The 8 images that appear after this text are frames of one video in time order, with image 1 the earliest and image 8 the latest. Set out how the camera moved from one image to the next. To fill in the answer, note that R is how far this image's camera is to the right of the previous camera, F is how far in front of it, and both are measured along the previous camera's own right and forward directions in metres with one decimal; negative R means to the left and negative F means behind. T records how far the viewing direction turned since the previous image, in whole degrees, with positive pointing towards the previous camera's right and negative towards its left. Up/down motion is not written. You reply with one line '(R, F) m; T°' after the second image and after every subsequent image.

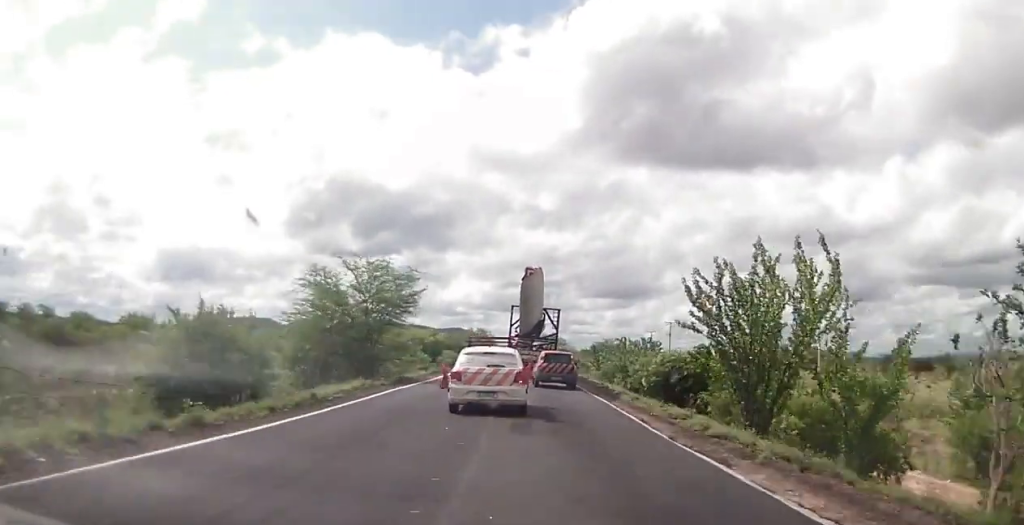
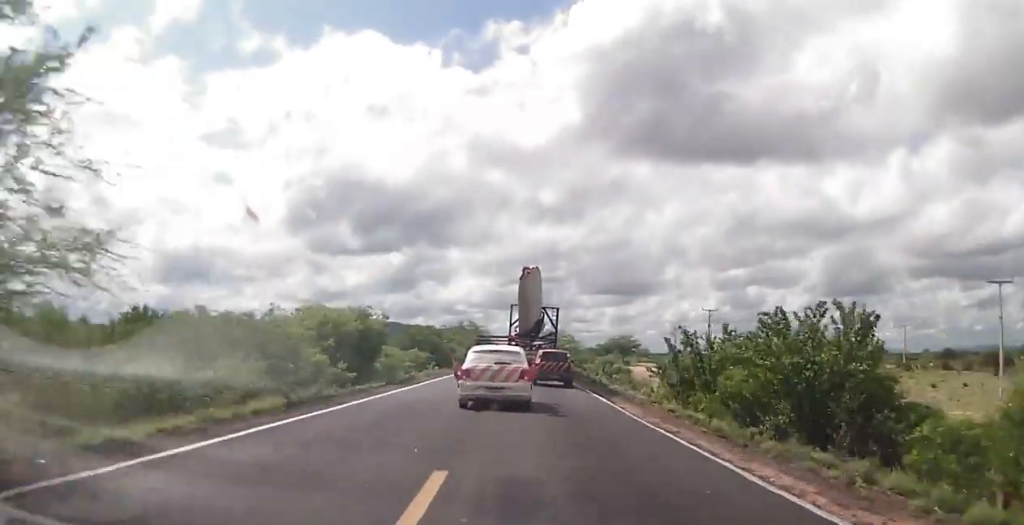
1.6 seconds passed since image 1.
(+1.0, +27.2) m; +2°
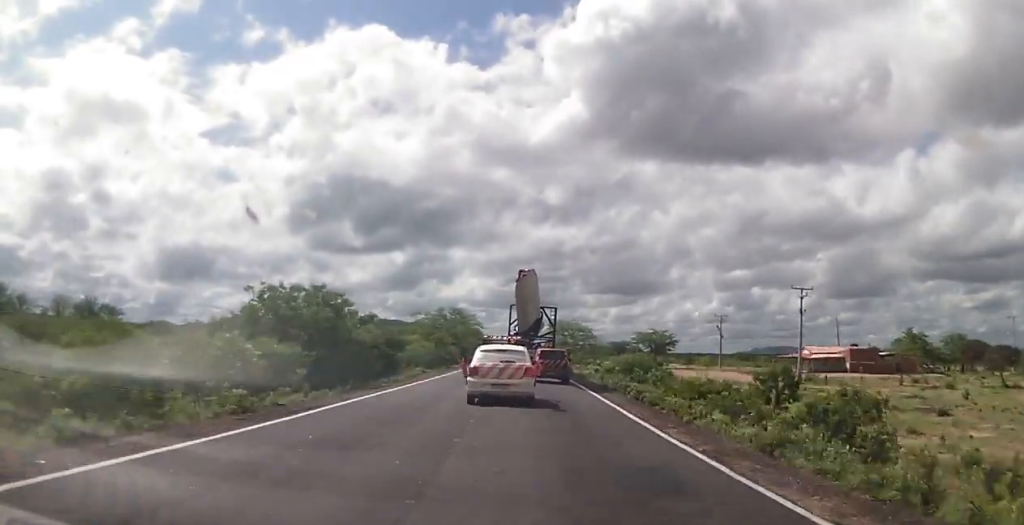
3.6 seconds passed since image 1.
(-1.3, +33.9) m; -2°
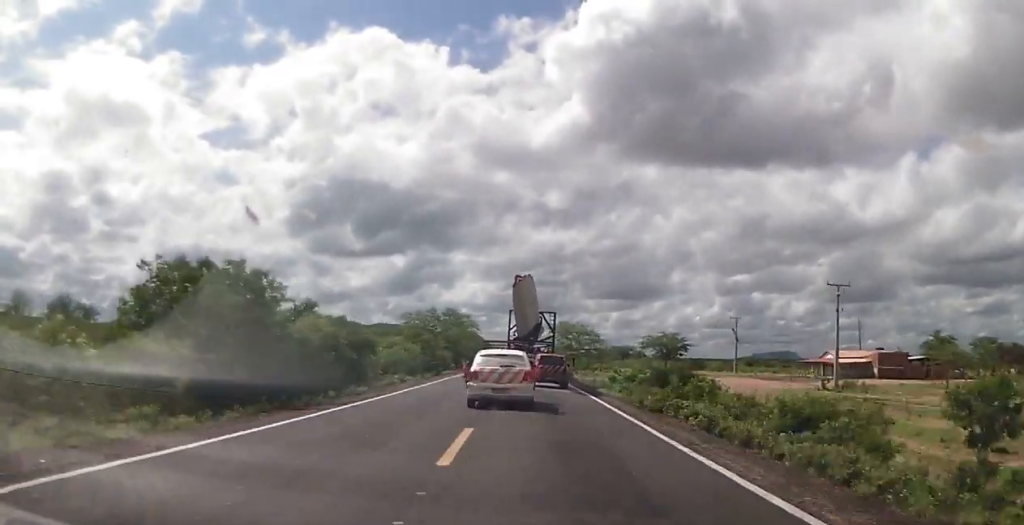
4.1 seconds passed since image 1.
(0.0, +8.0) m; 0°
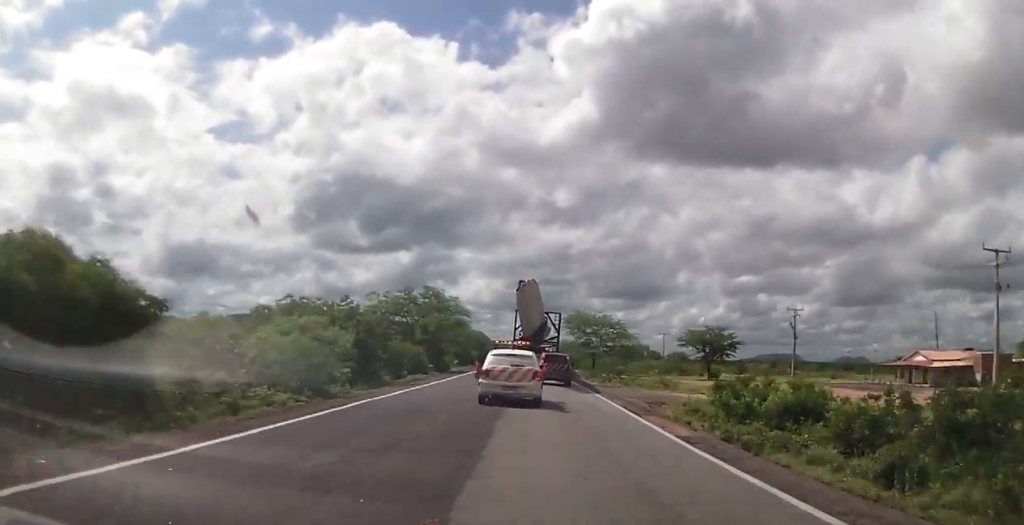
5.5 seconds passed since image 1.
(0.0, +20.8) m; 0°
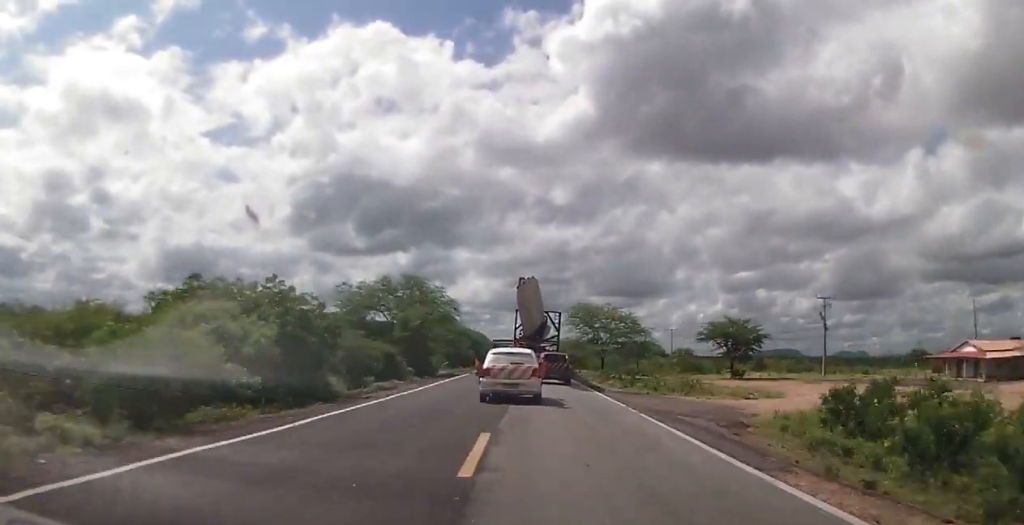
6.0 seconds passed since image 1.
(+0.1, +8.1) m; 0°
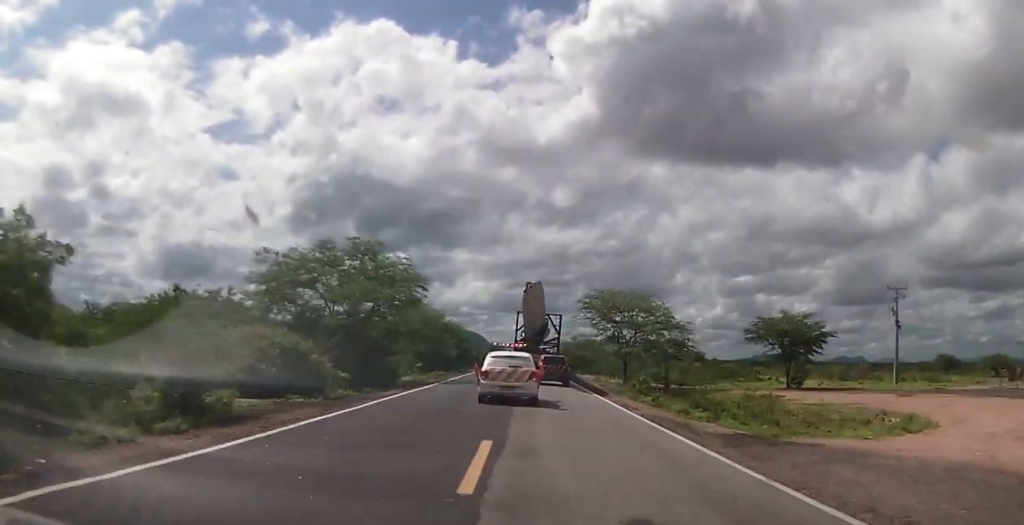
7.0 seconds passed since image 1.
(0.0, +13.8) m; 0°
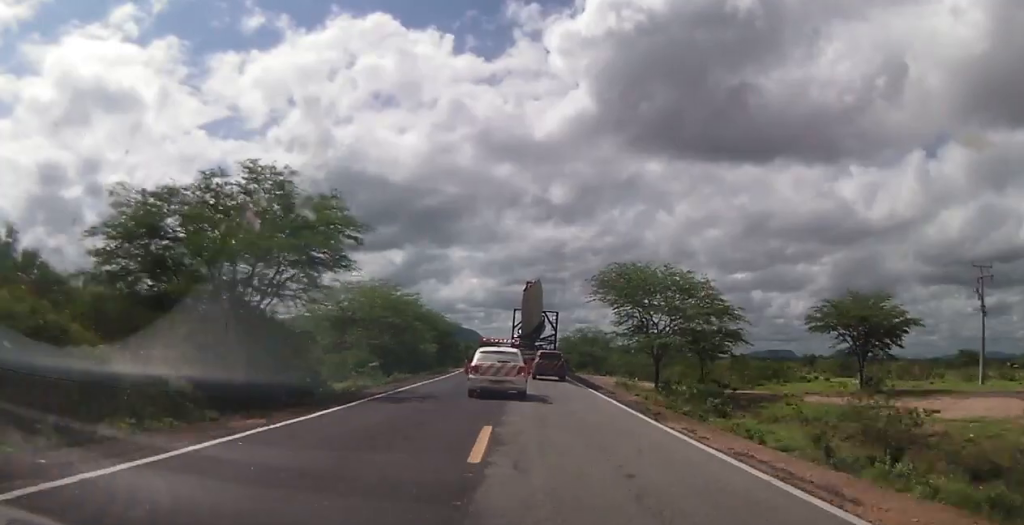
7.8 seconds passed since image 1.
(0.0, +11.9) m; 0°
